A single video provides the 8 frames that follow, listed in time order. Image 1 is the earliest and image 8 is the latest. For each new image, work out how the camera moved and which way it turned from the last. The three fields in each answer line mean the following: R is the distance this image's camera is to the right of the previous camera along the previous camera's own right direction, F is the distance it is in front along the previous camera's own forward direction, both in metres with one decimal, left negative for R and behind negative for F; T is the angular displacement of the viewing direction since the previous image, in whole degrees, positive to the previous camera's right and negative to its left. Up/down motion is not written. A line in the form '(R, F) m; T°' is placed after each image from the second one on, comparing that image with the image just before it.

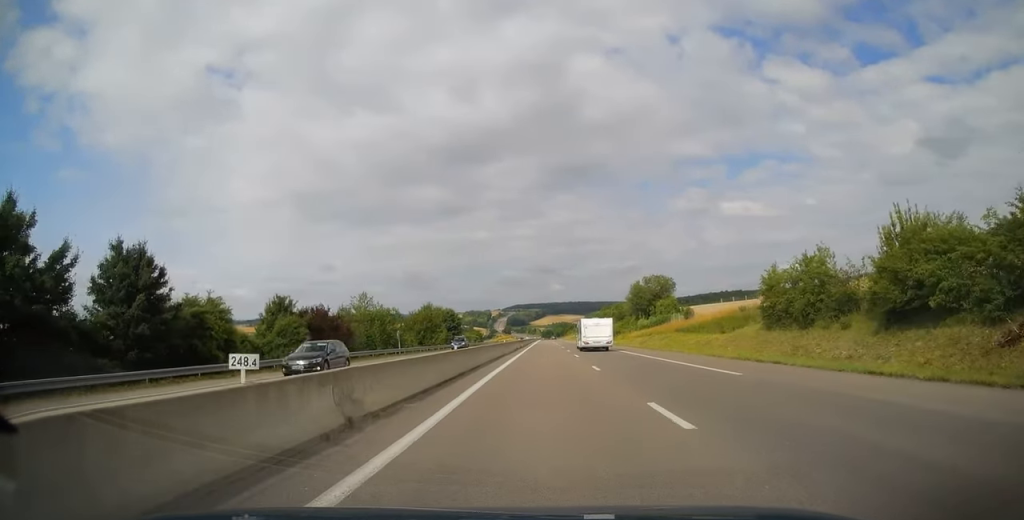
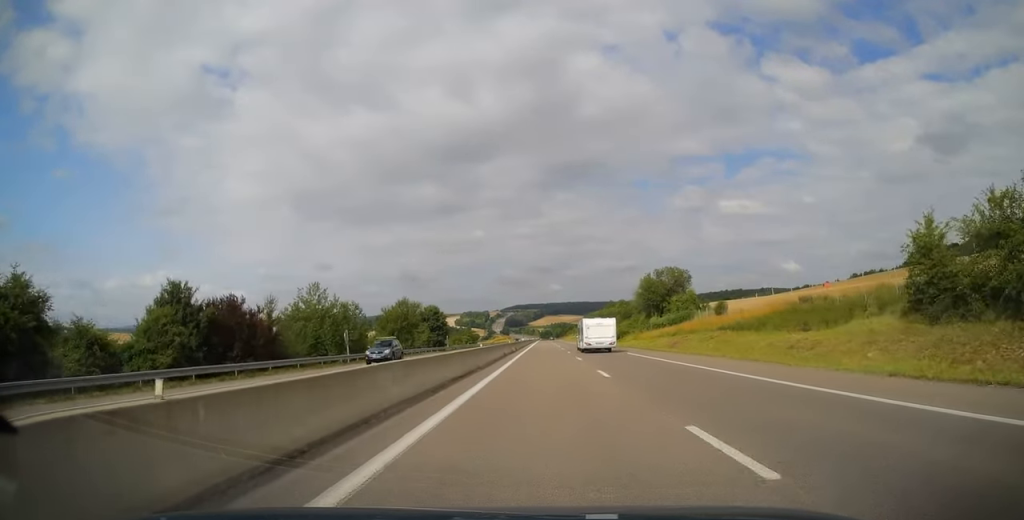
(+0.1, +16.4) m; 0°
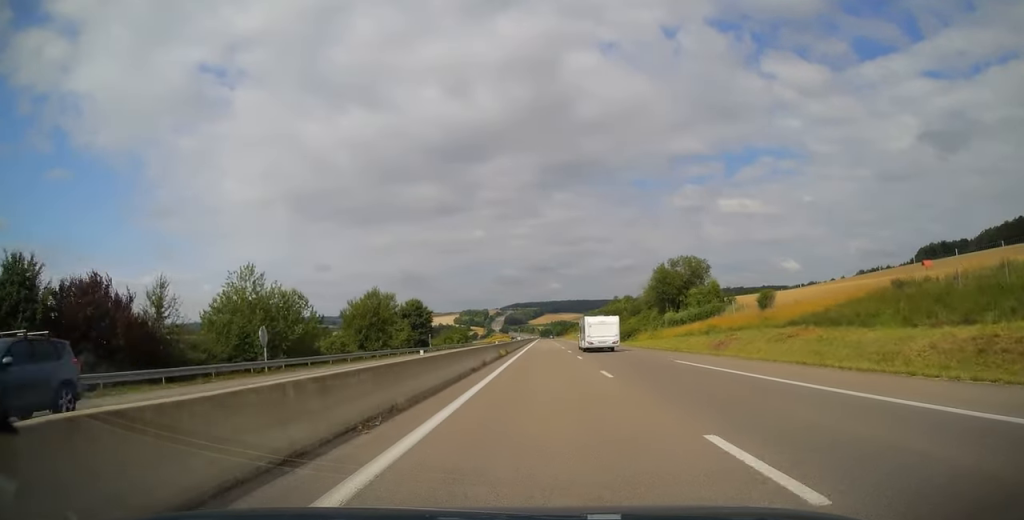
(0.0, +14.4) m; 0°
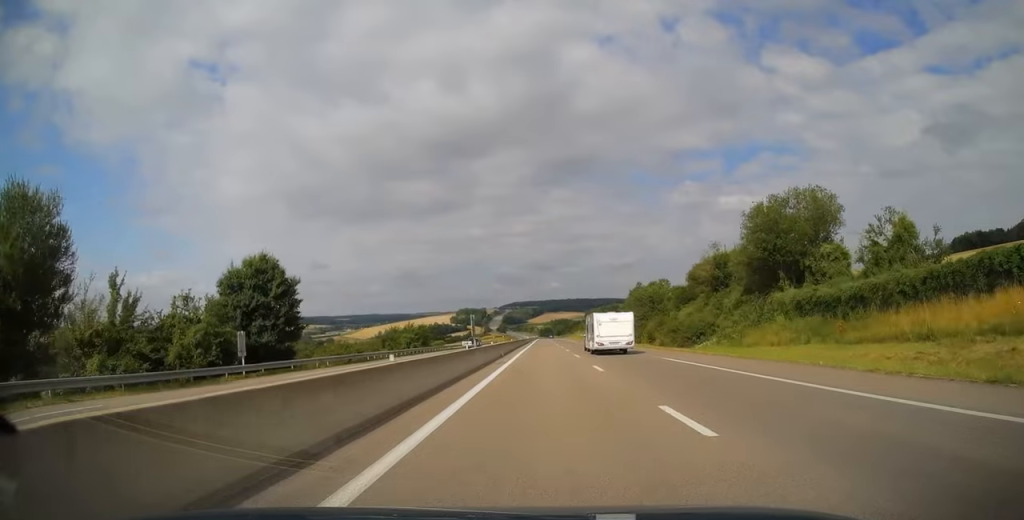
(-0.1, +50.7) m; 0°
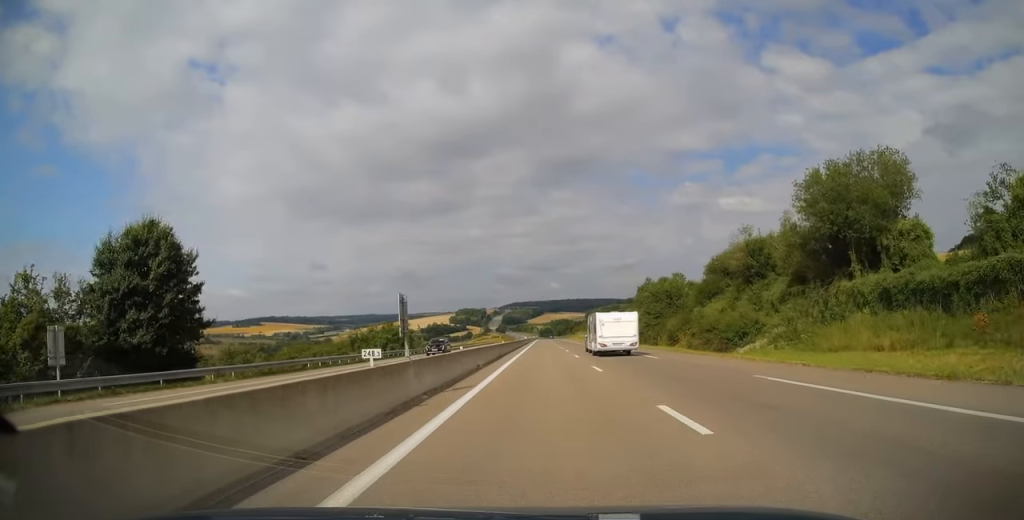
(0.0, +13.3) m; 0°
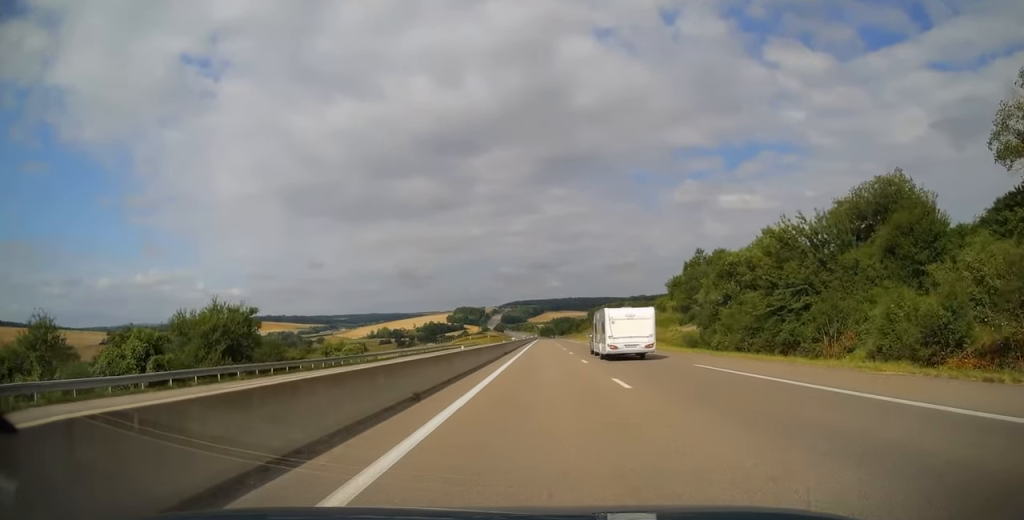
(-0.5, +47.2) m; 0°
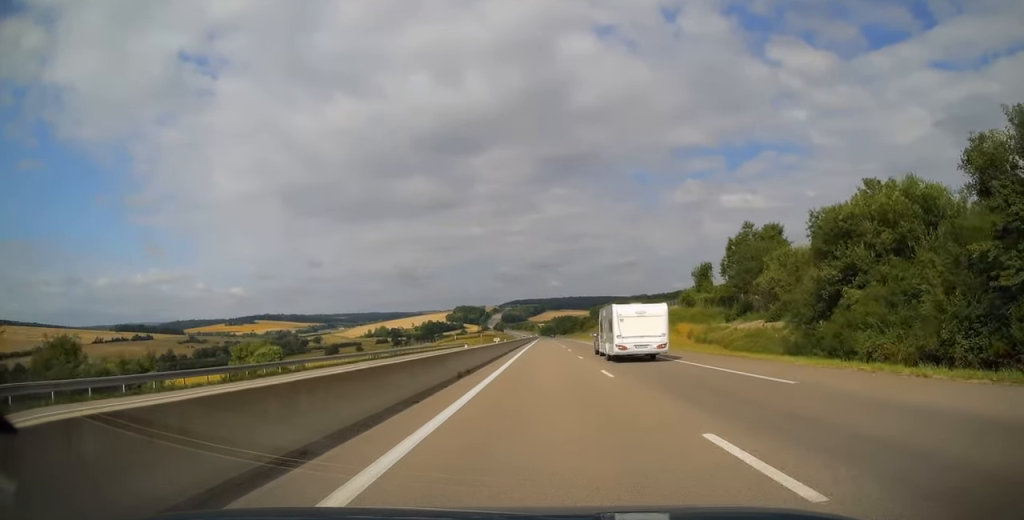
(+0.3, +23.1) m; 0°
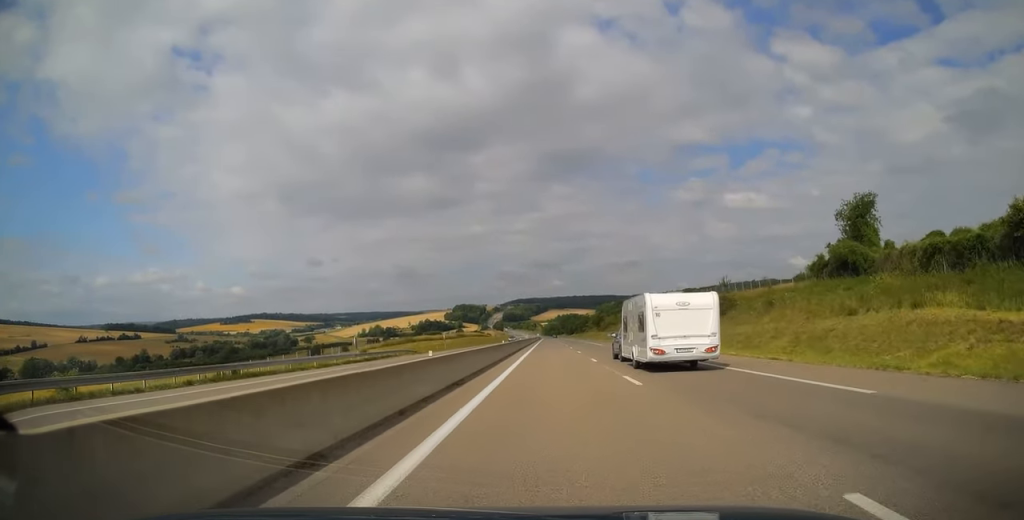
(-0.1, +57.0) m; +1°
